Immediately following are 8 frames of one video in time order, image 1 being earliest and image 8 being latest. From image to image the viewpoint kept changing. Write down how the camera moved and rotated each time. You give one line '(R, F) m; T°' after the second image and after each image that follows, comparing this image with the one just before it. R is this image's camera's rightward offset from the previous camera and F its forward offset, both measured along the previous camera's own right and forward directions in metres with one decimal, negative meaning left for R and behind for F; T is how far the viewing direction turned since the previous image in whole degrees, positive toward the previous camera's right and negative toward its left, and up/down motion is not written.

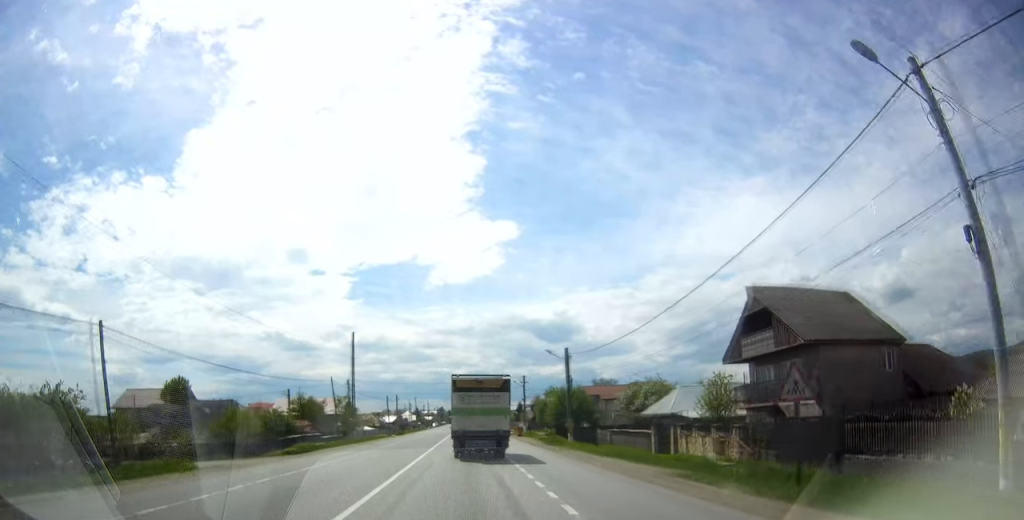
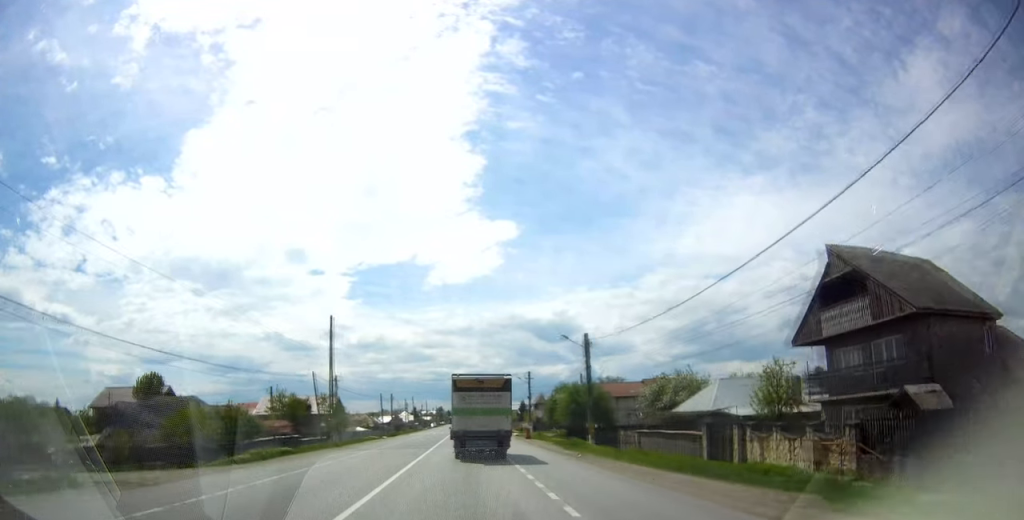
(0.0, +7.9) m; 0°
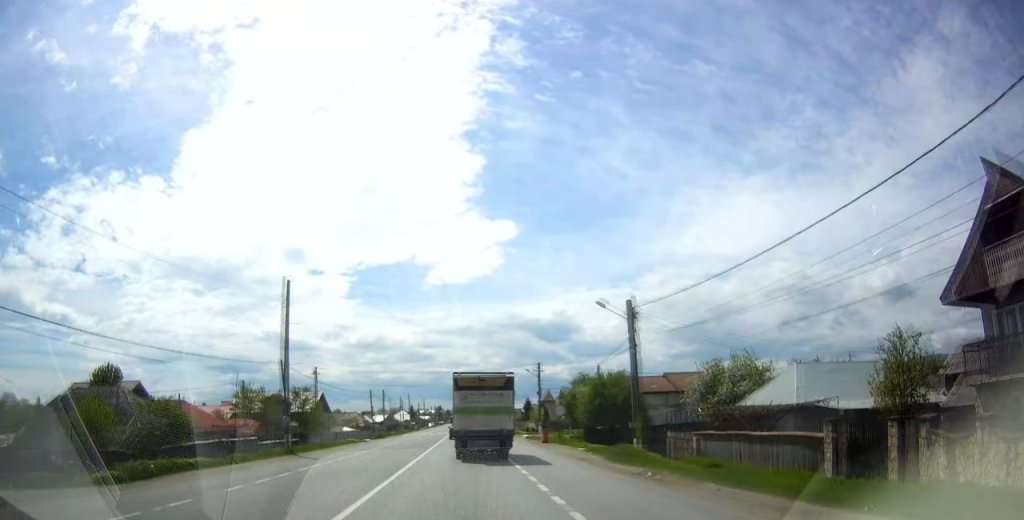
(0.0, +11.1) m; 0°
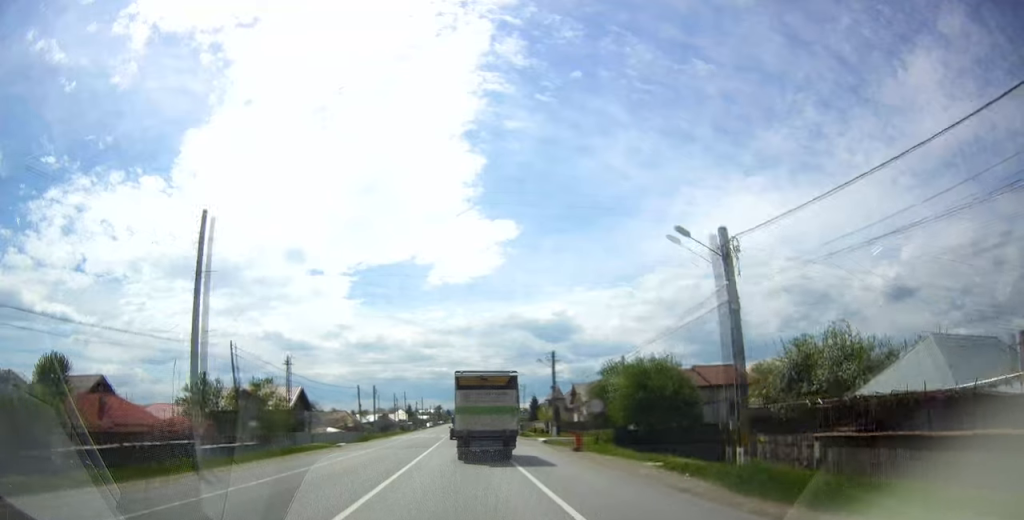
(0.0, +11.0) m; 0°
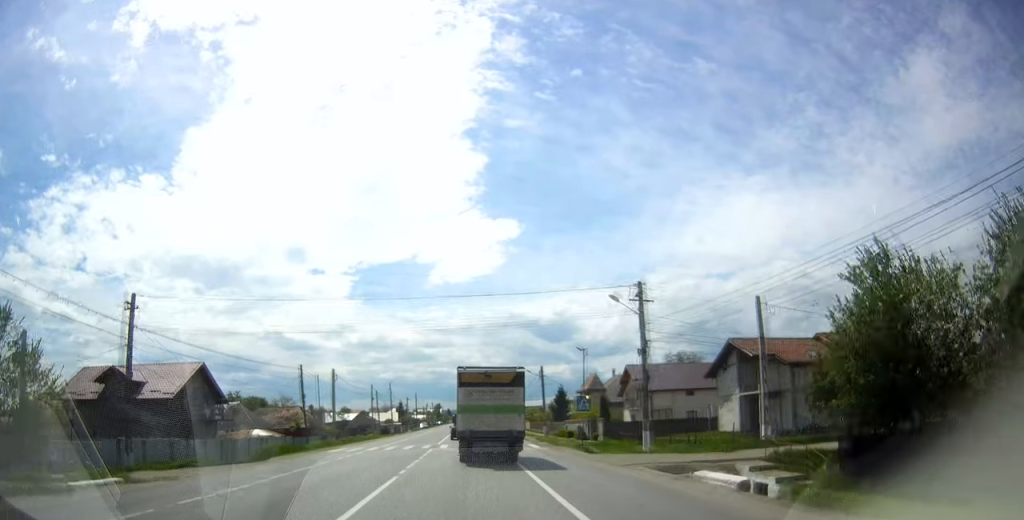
(0.0, +29.8) m; -1°
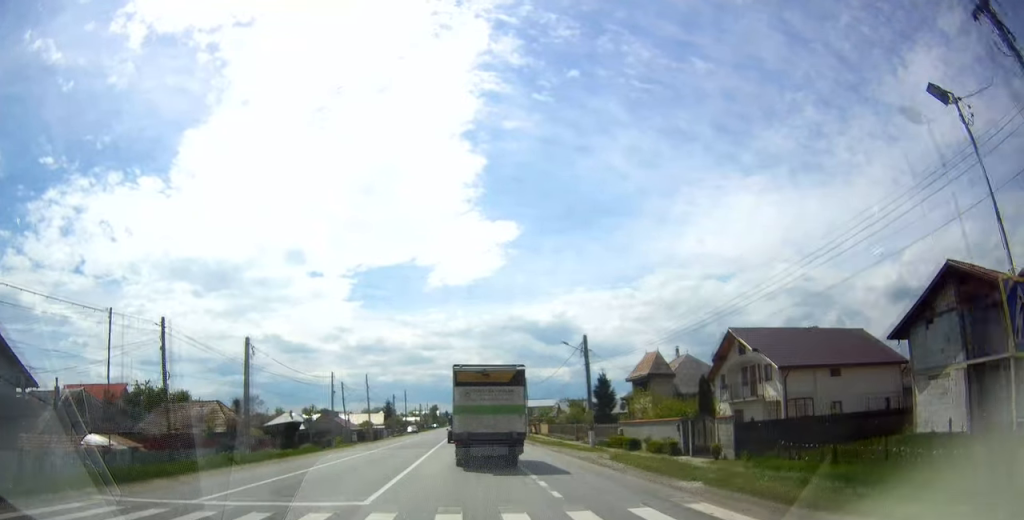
(-0.3, +25.6) m; 0°
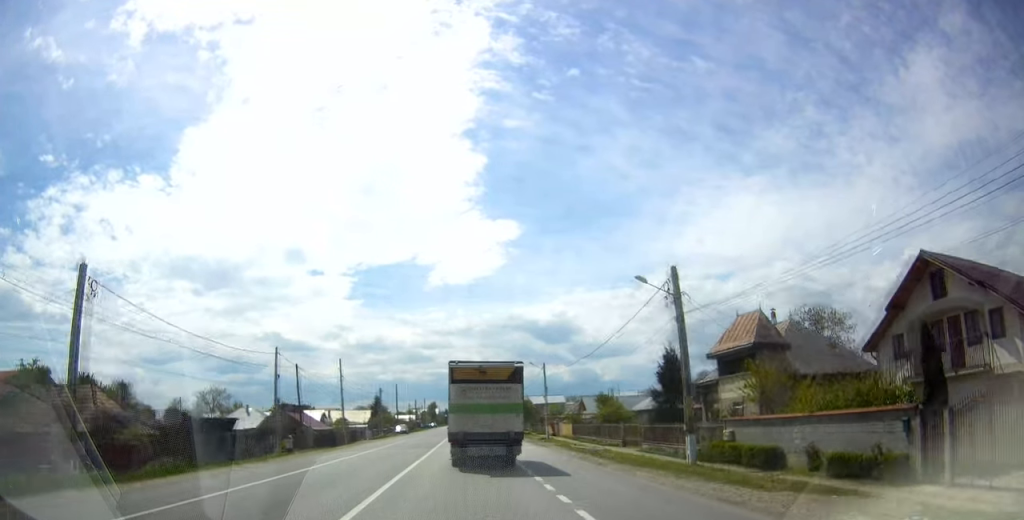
(+0.3, +19.4) m; +1°
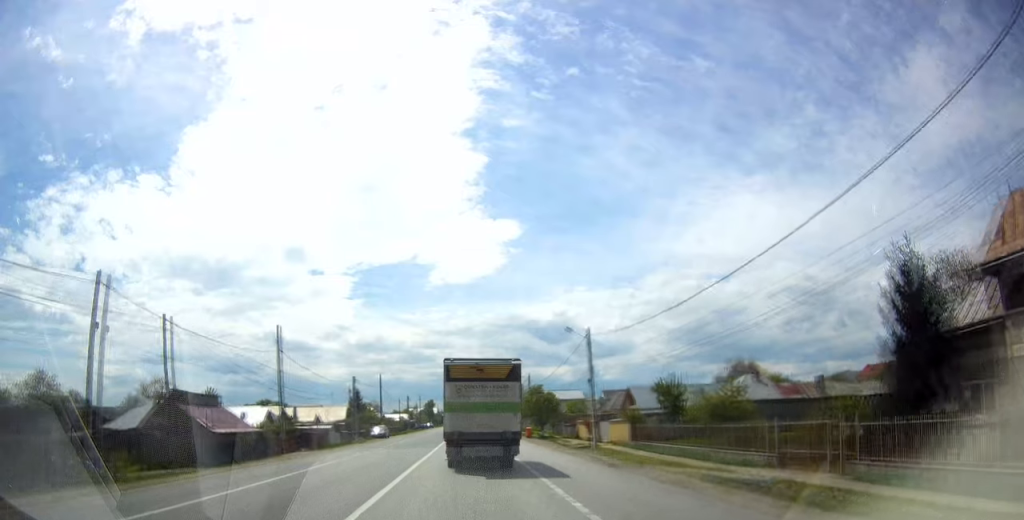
(0.0, +23.8) m; 0°
